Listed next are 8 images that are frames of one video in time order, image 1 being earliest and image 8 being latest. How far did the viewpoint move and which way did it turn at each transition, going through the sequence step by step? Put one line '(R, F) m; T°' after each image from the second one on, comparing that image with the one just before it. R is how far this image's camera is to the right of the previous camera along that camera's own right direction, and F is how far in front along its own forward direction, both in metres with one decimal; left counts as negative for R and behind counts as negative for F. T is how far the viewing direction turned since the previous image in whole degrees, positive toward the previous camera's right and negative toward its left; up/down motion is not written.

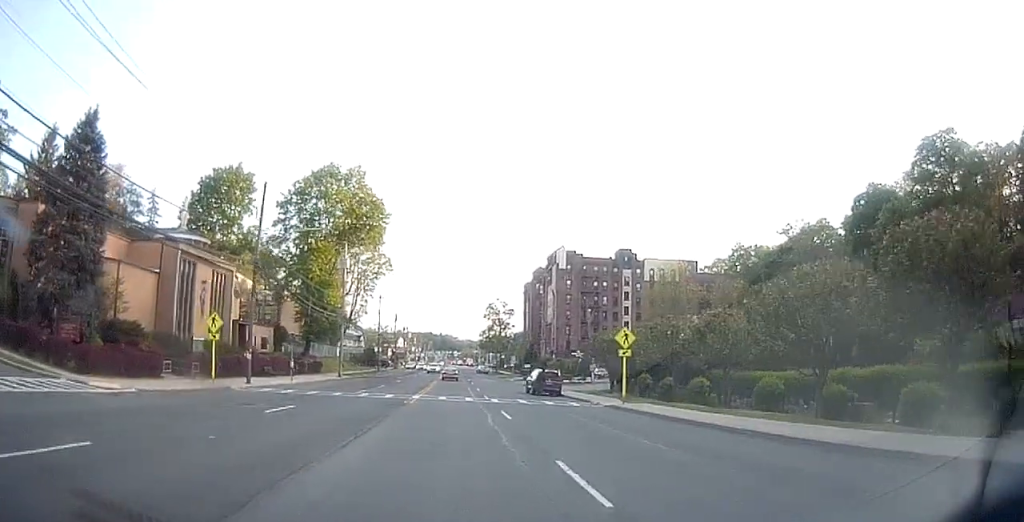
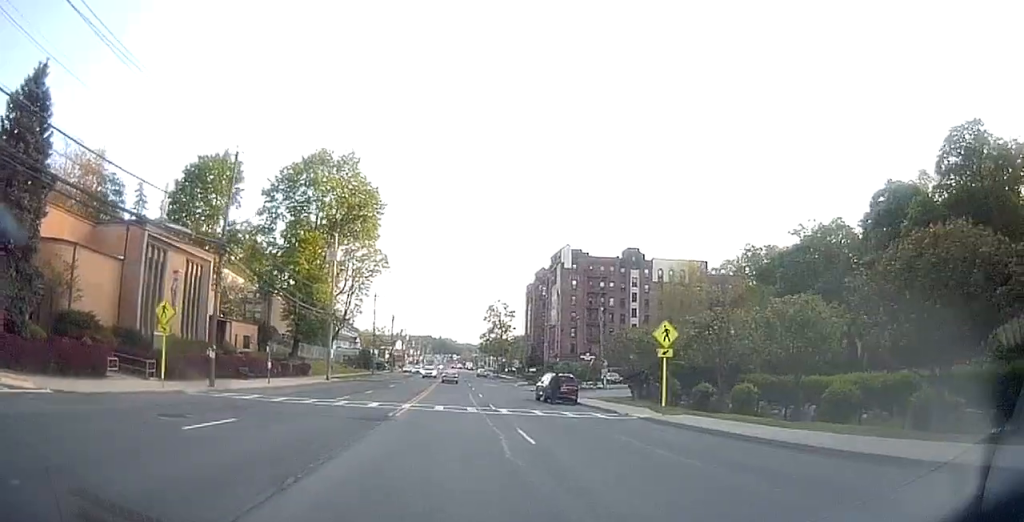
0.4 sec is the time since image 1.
(-0.1, +5.6) m; 0°
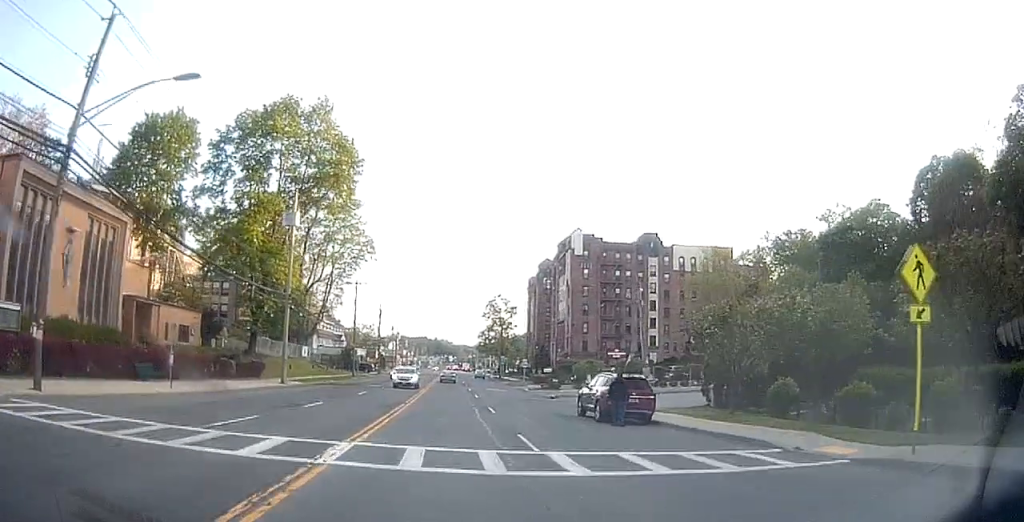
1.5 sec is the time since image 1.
(-0.1, +14.3) m; -1°
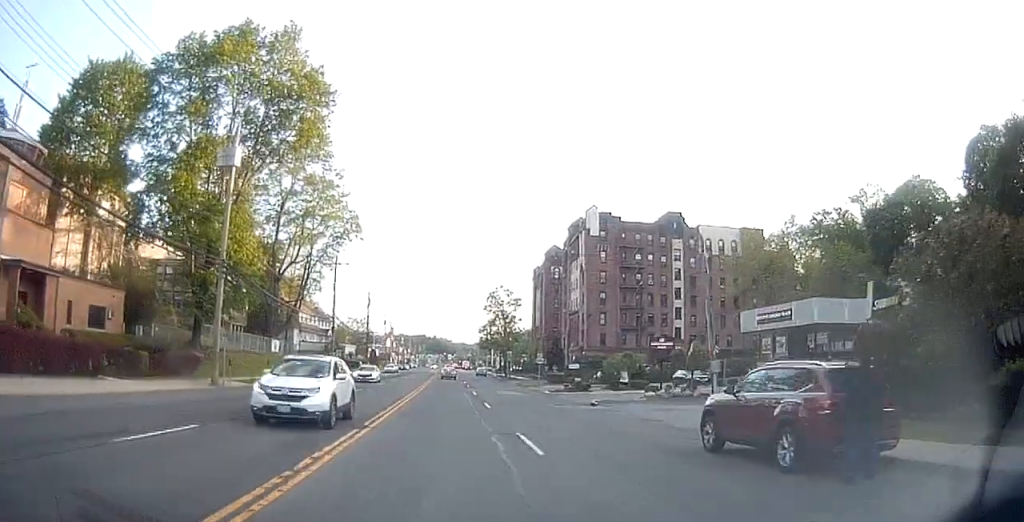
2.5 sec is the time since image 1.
(0.0, +12.9) m; 0°
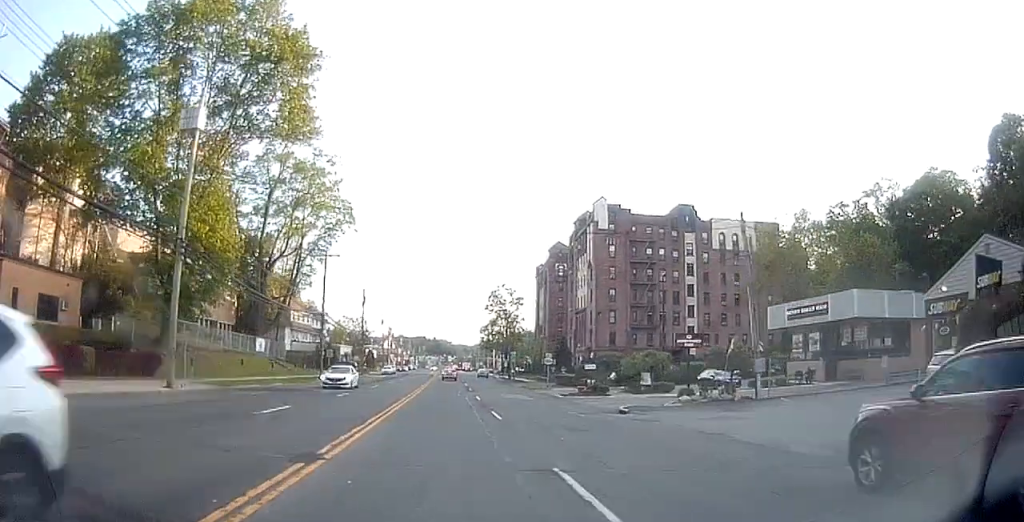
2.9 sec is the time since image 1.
(0.0, +5.2) m; 0°
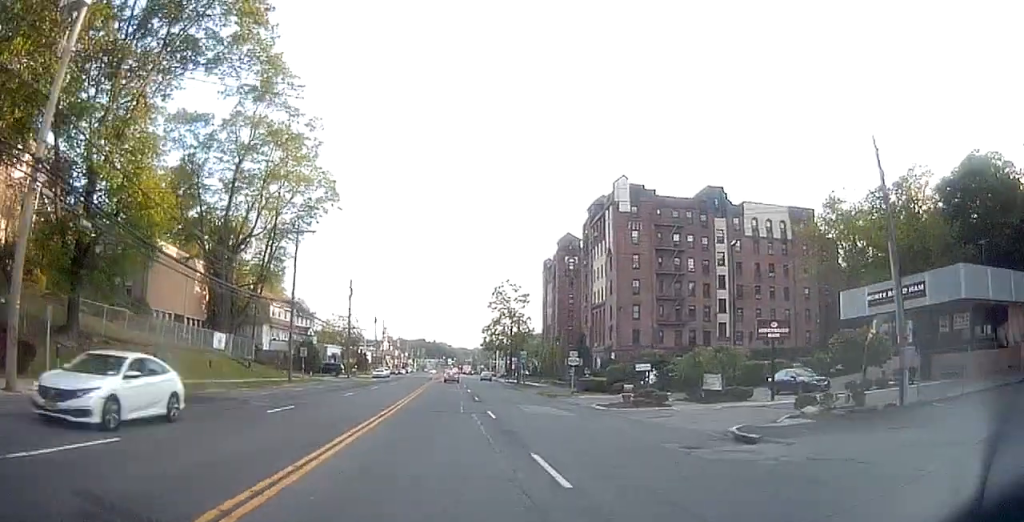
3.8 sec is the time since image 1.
(0.0, +11.0) m; 0°
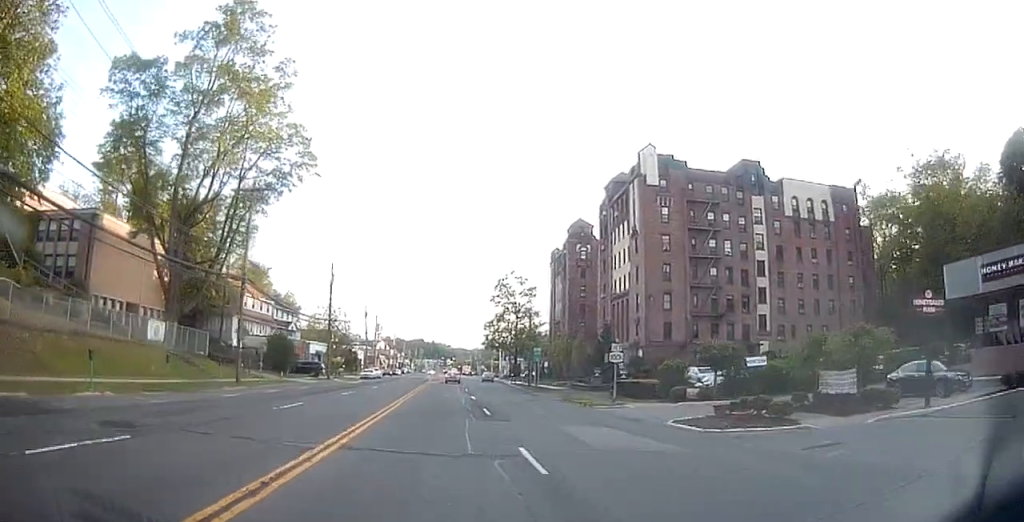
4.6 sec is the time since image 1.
(0.0, +11.1) m; 0°
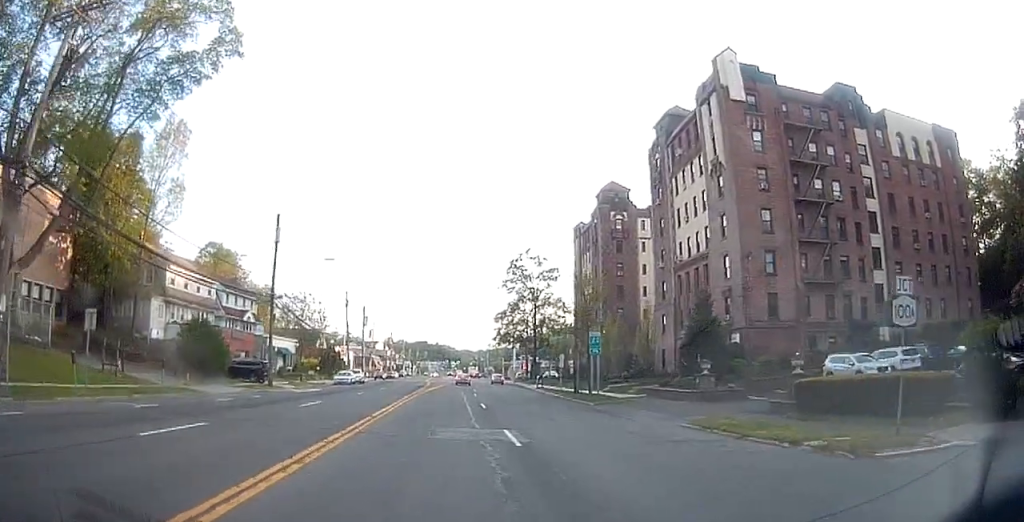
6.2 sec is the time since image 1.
(0.0, +21.0) m; 0°
